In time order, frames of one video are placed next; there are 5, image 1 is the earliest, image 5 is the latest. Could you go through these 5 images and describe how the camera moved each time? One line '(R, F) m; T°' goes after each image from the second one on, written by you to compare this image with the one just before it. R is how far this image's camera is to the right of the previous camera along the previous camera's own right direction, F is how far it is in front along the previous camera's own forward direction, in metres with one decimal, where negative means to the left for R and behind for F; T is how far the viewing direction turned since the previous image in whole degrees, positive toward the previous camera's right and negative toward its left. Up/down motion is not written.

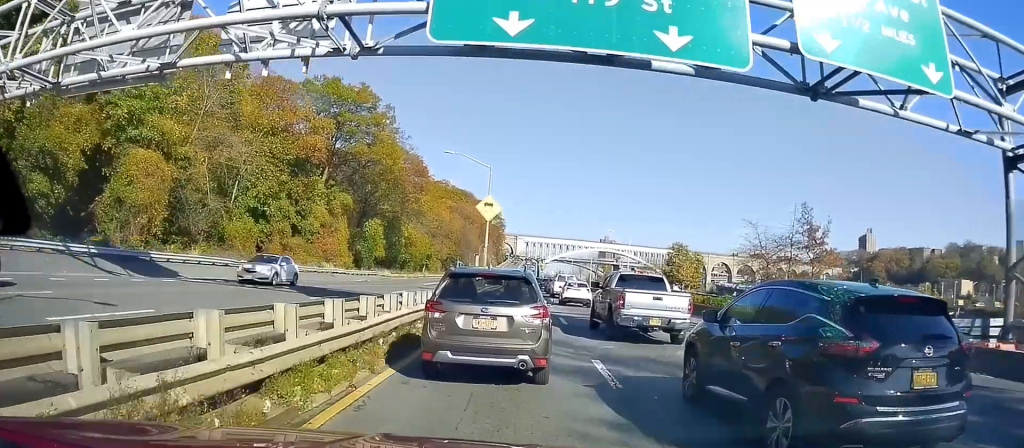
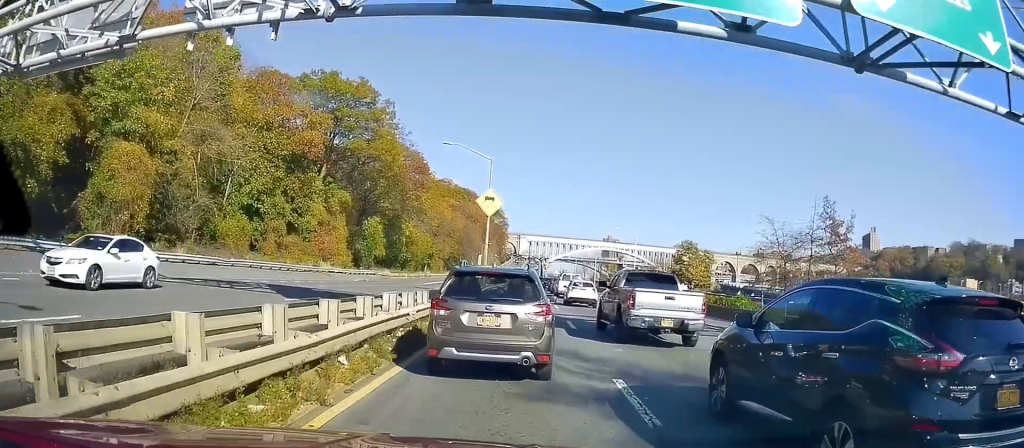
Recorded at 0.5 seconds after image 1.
(-0.1, +1.6) m; +1°
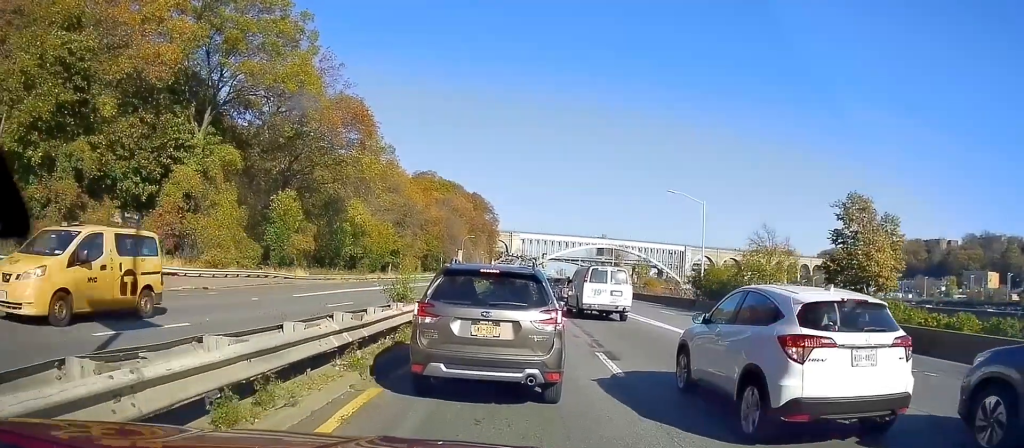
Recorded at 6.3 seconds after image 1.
(+0.6, +32.3) m; +1°
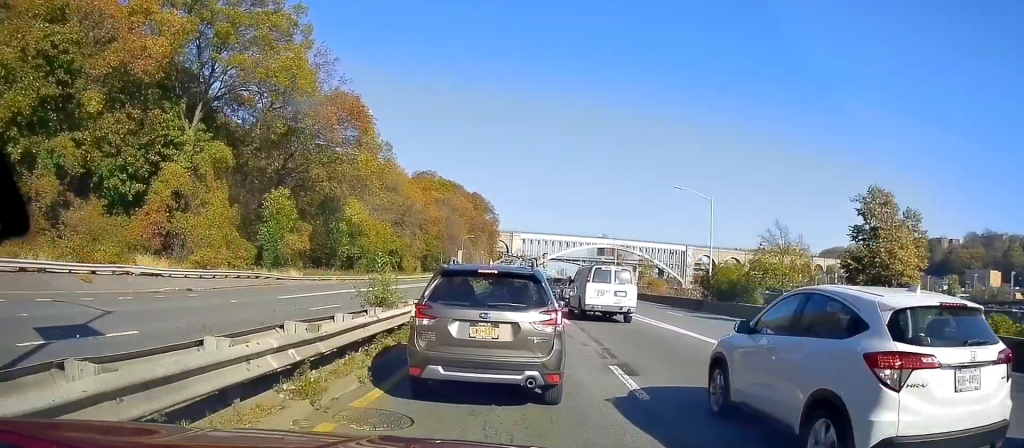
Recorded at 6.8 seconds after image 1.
(+0.2, +2.5) m; +2°
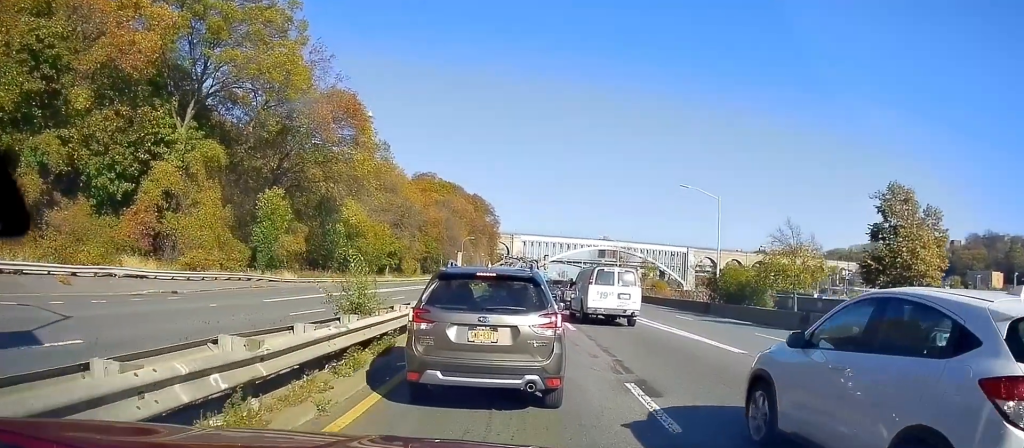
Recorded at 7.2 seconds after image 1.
(+0.1, +2.4) m; +2°
